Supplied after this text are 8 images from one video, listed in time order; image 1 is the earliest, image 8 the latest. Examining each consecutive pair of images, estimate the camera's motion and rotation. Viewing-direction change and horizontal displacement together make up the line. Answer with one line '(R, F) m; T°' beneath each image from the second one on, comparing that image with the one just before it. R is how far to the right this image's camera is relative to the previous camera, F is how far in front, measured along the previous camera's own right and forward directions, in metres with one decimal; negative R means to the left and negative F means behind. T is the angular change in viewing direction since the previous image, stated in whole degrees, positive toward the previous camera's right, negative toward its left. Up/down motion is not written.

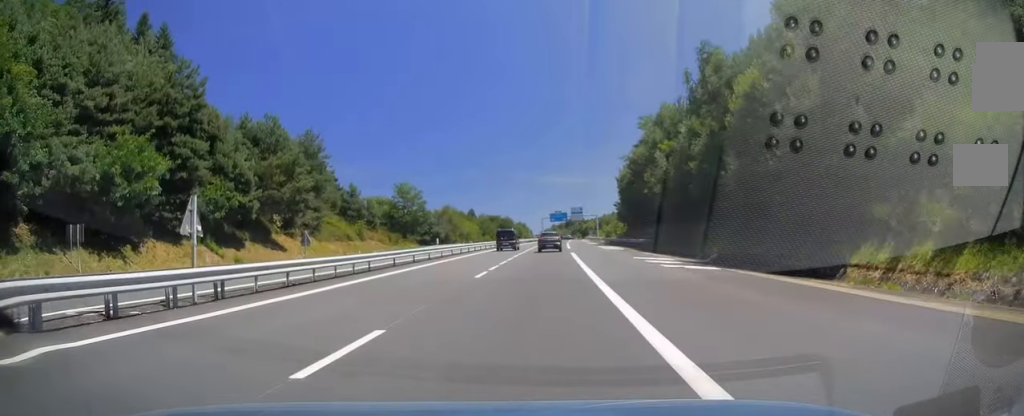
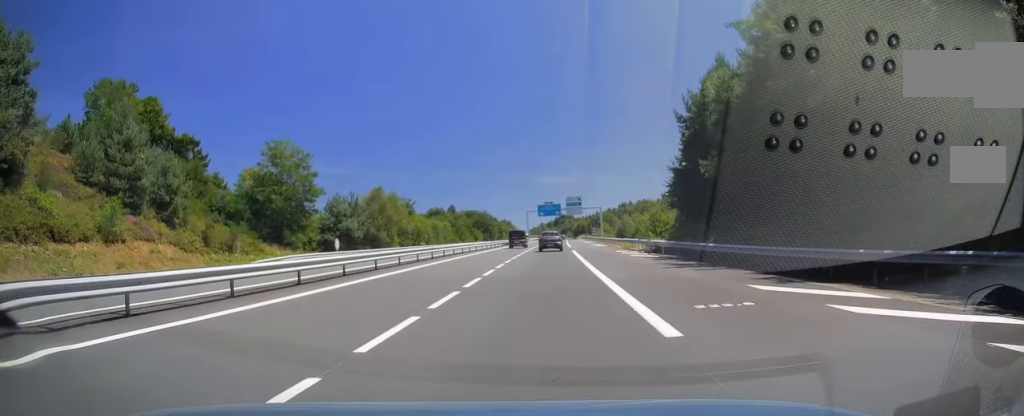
(+0.3, +47.5) m; +1°
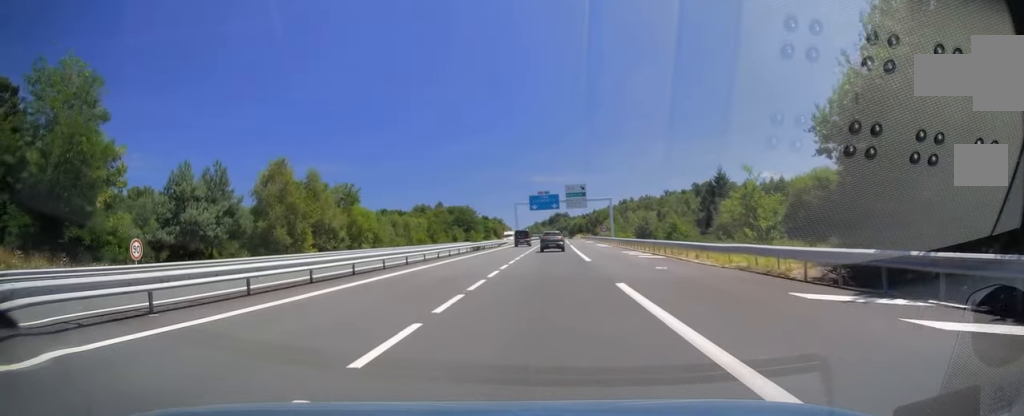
(+0.2, +31.5) m; 0°
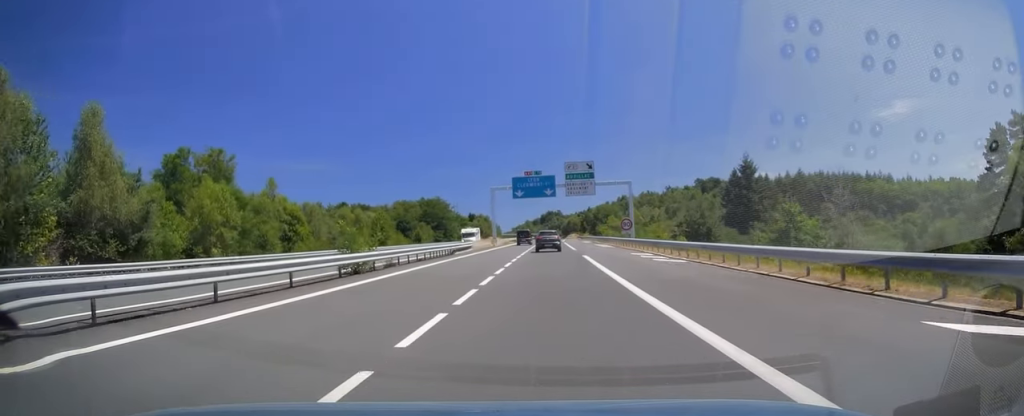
(+0.1, +34.0) m; +1°
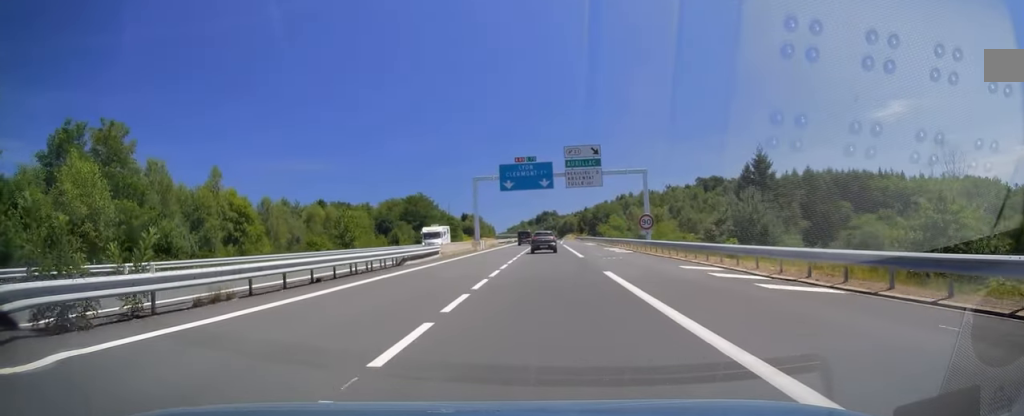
(+0.1, +14.3) m; 0°
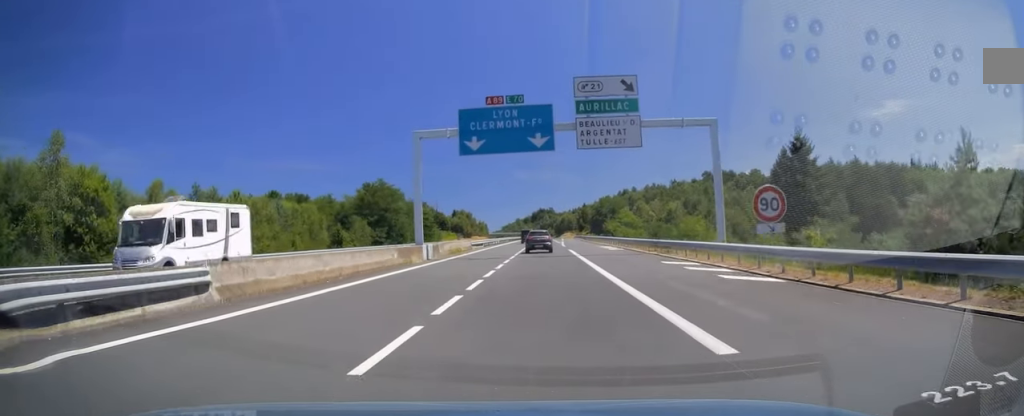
(+0.1, +26.5) m; +1°
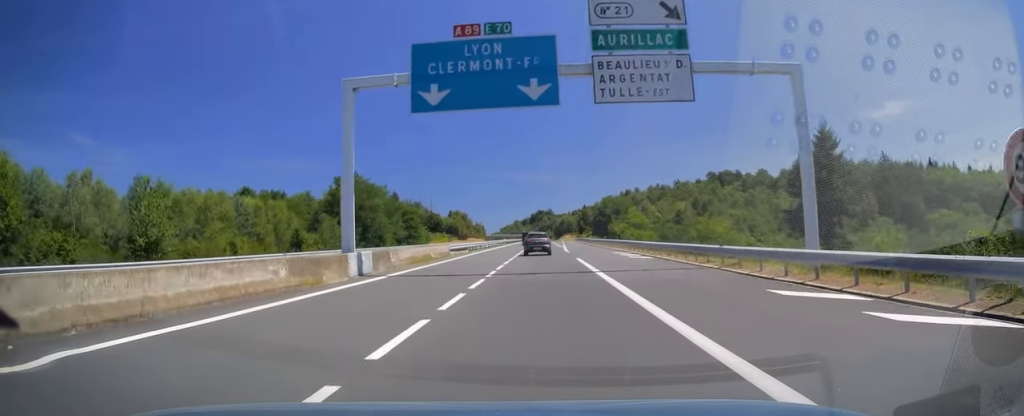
(+0.2, +12.2) m; 0°
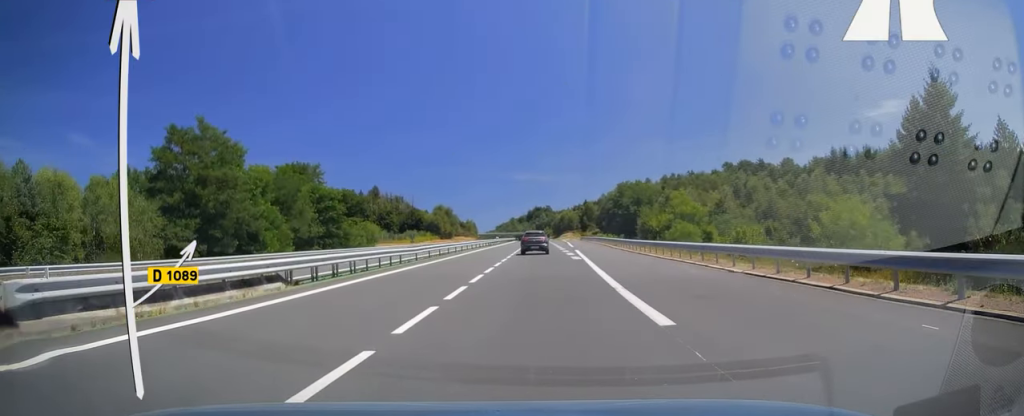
(-0.1, +37.9) m; 0°
